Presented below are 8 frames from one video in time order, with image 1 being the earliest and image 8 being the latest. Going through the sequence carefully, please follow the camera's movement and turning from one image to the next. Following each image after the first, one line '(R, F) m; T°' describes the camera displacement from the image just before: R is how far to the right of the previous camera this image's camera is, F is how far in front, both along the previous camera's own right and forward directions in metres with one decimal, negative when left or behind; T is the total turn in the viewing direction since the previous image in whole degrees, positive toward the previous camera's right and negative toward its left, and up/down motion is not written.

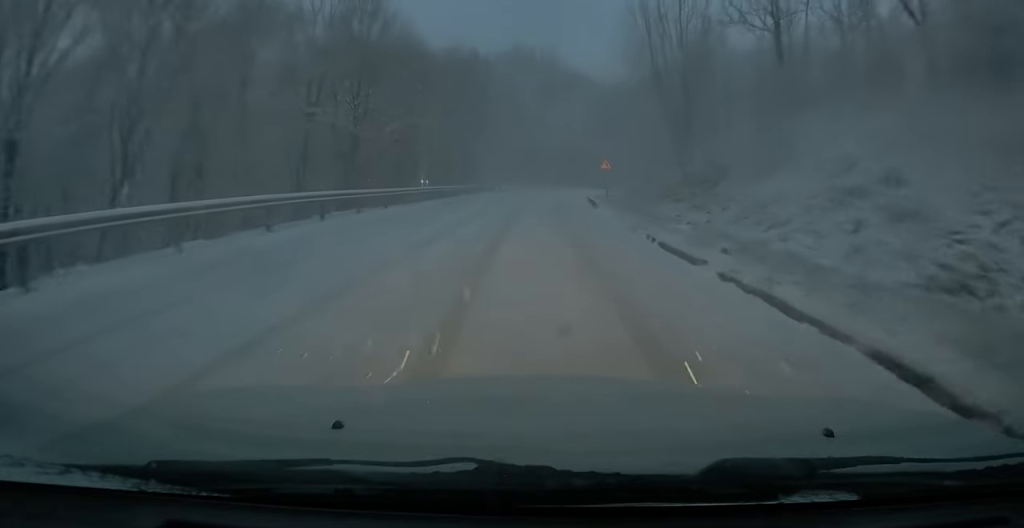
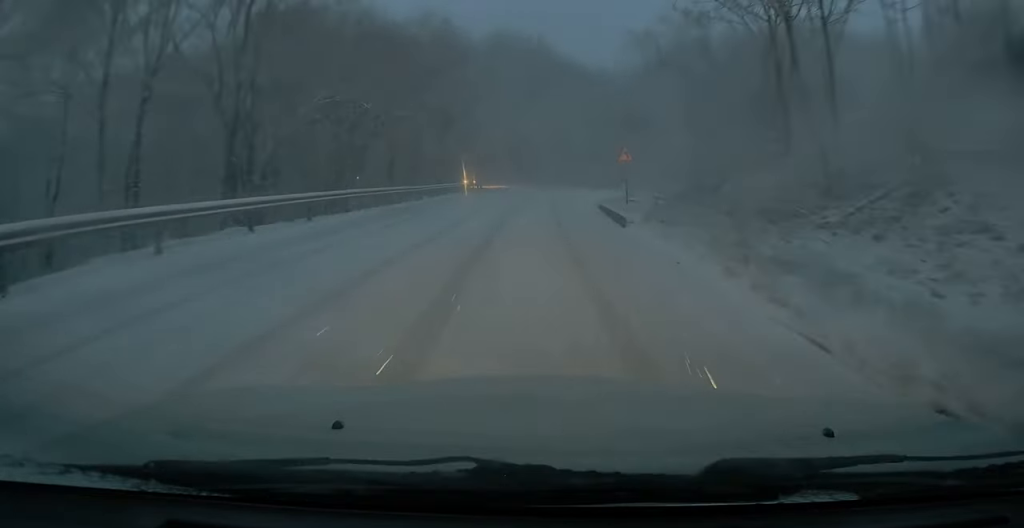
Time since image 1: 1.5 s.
(+0.3, +11.3) m; +2°
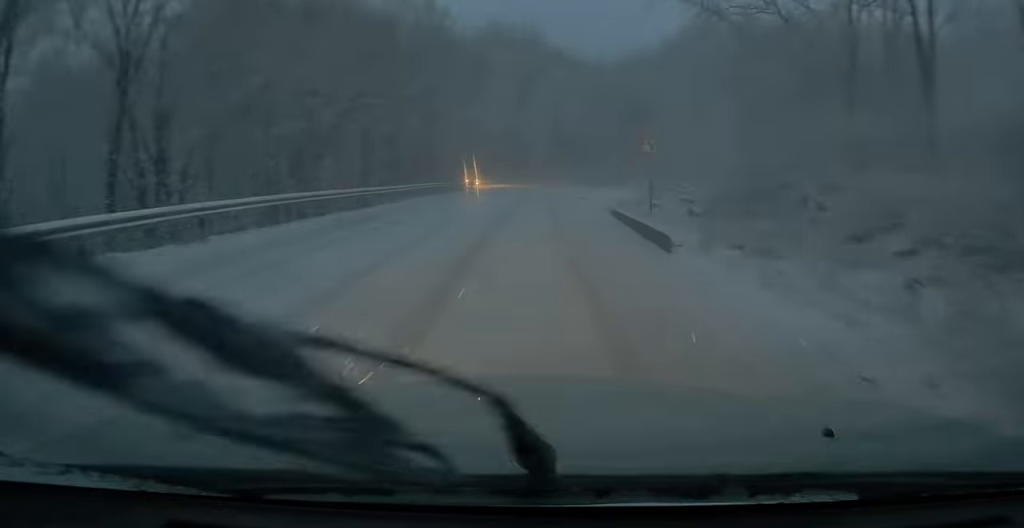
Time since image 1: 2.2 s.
(0.0, +5.6) m; +1°
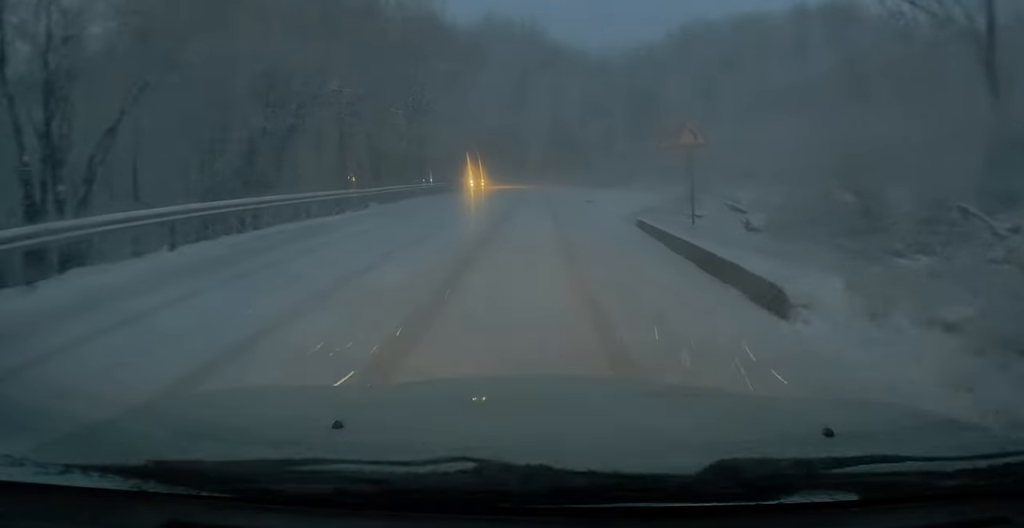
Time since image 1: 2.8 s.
(+0.1, +4.8) m; +1°
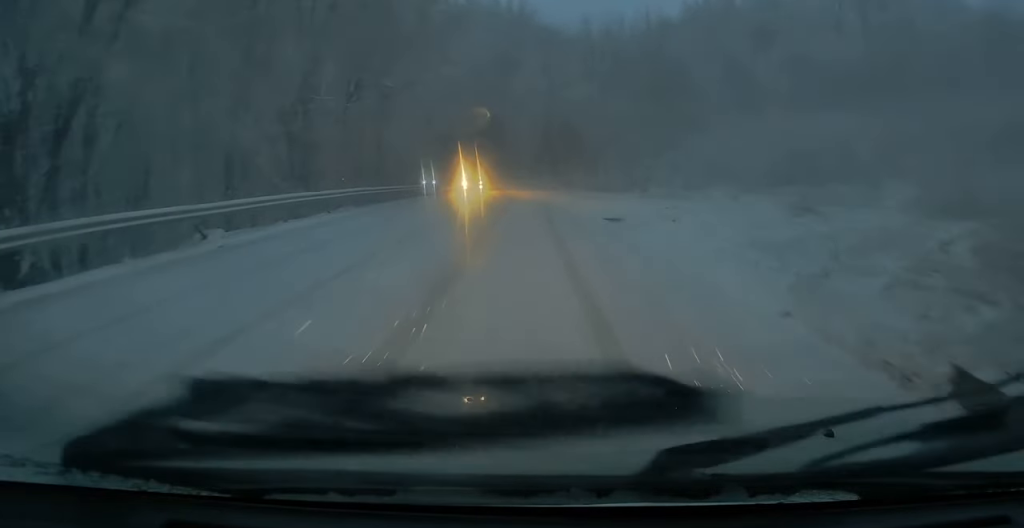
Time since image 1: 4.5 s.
(+0.5, +11.8) m; +3°
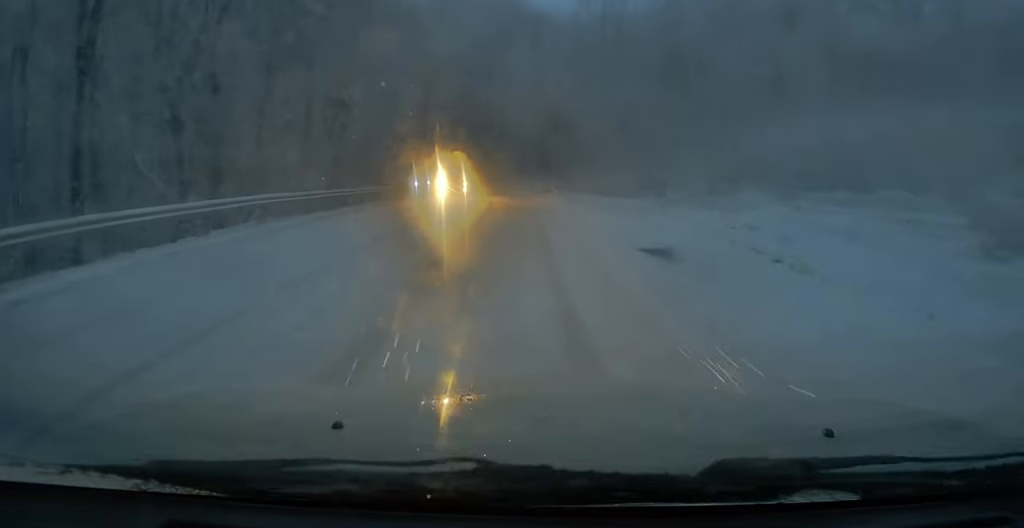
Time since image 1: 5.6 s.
(-0.1, +7.7) m; -3°
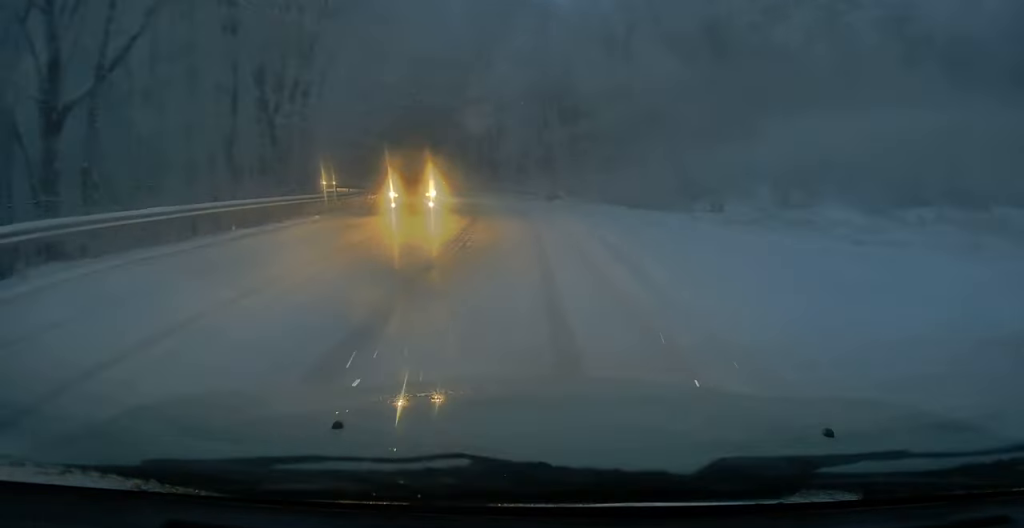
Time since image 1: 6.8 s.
(-0.2, +8.6) m; -2°
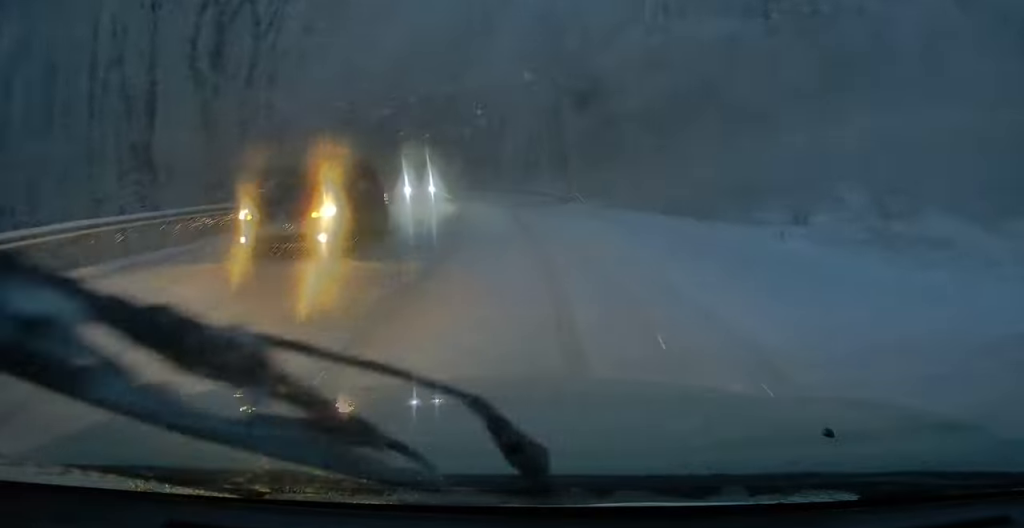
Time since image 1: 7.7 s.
(0.0, +6.2) m; 0°
